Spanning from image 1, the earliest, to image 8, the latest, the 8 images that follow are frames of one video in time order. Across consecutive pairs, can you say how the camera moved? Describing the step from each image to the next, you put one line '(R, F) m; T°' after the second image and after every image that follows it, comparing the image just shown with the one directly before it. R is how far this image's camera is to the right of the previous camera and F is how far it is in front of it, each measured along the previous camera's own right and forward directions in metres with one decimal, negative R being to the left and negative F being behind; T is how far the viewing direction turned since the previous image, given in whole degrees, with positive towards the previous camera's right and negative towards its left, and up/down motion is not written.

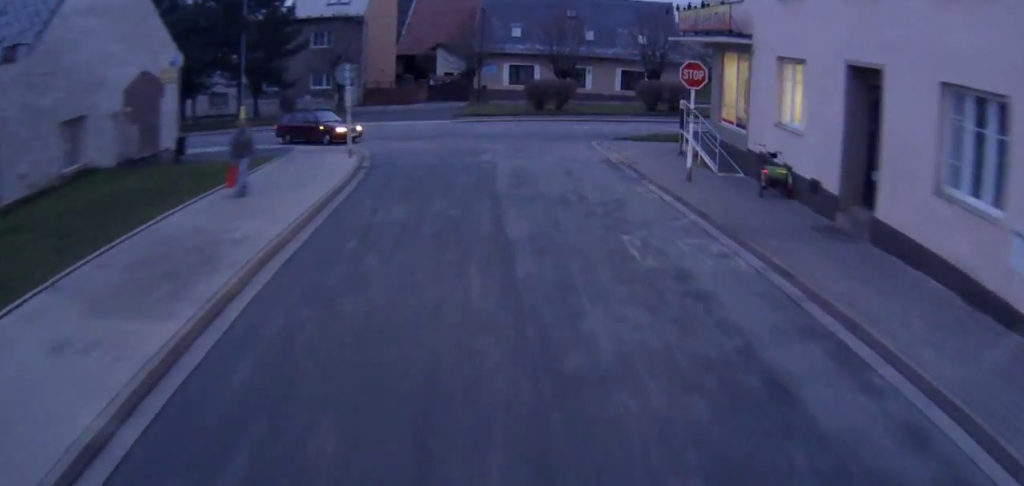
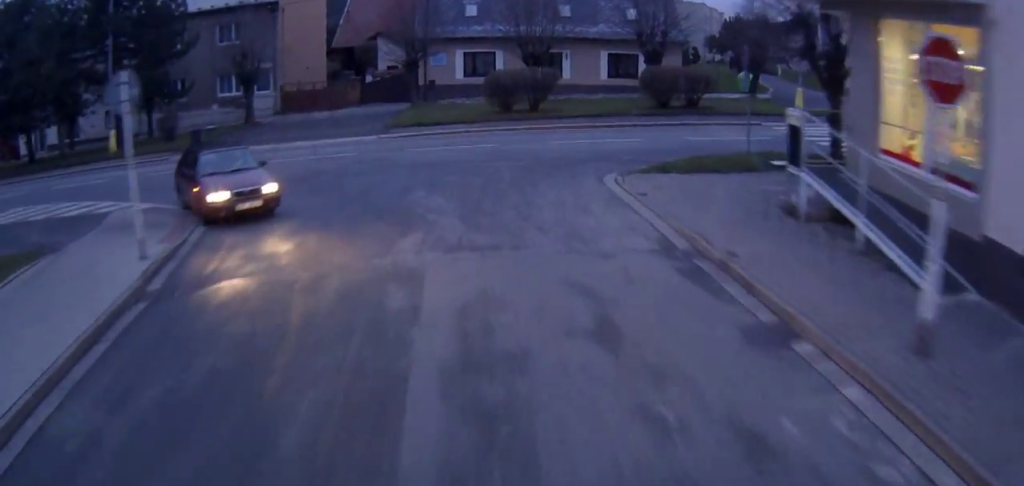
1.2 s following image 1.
(+0.8, +14.7) m; +1°
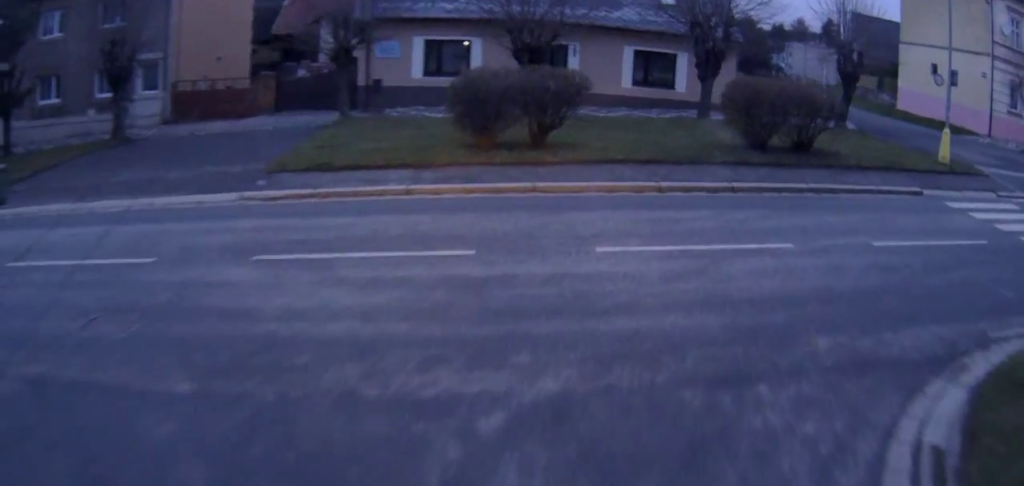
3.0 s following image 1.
(0.0, +19.9) m; +8°
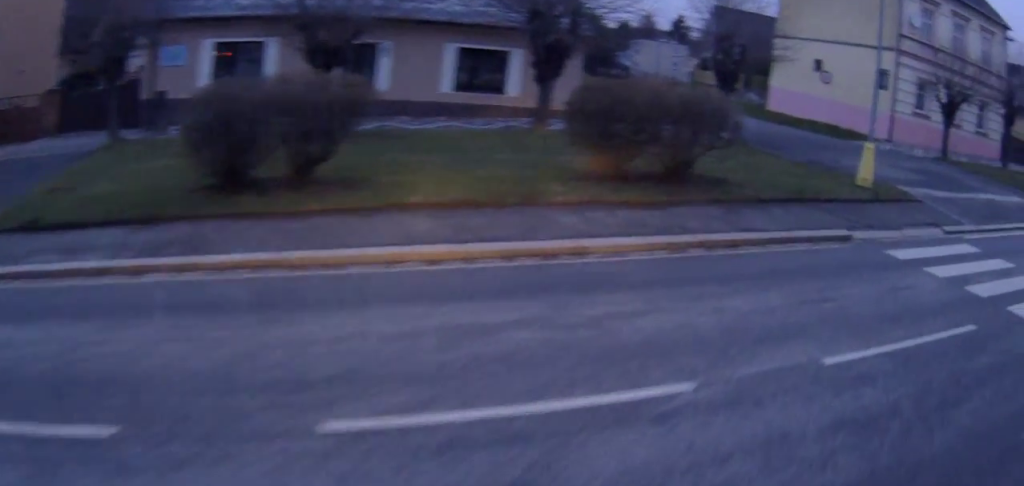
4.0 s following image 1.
(+1.0, +9.1) m; +12°
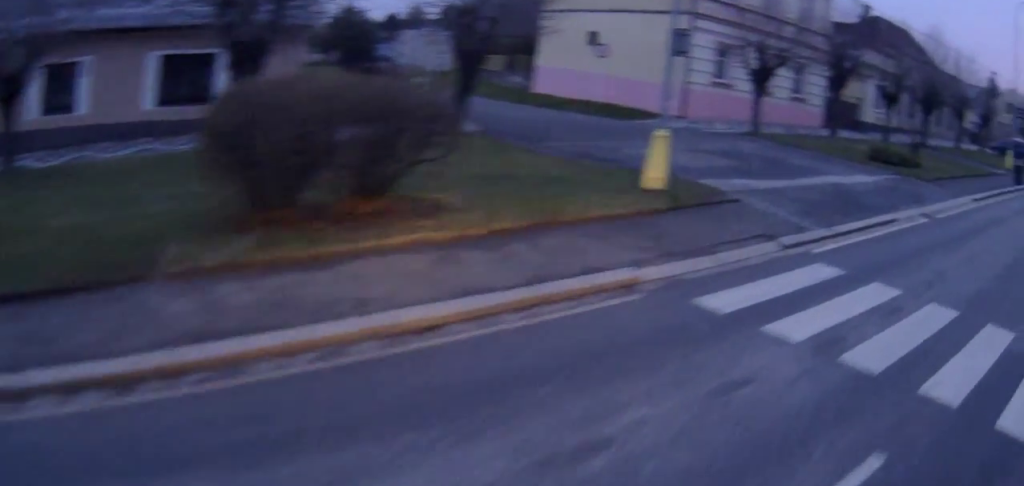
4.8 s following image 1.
(+0.6, +7.2) m; +10°
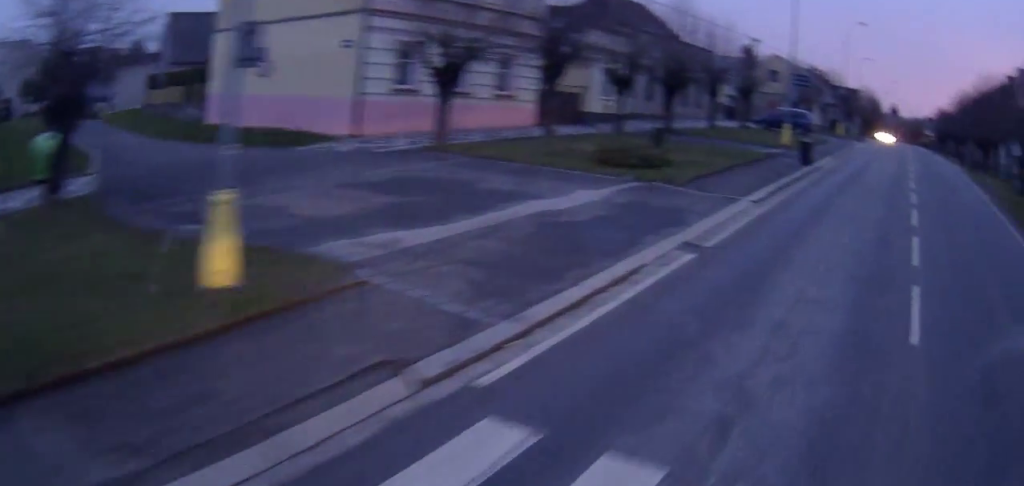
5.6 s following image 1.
(+0.9, +7.0) m; +13°
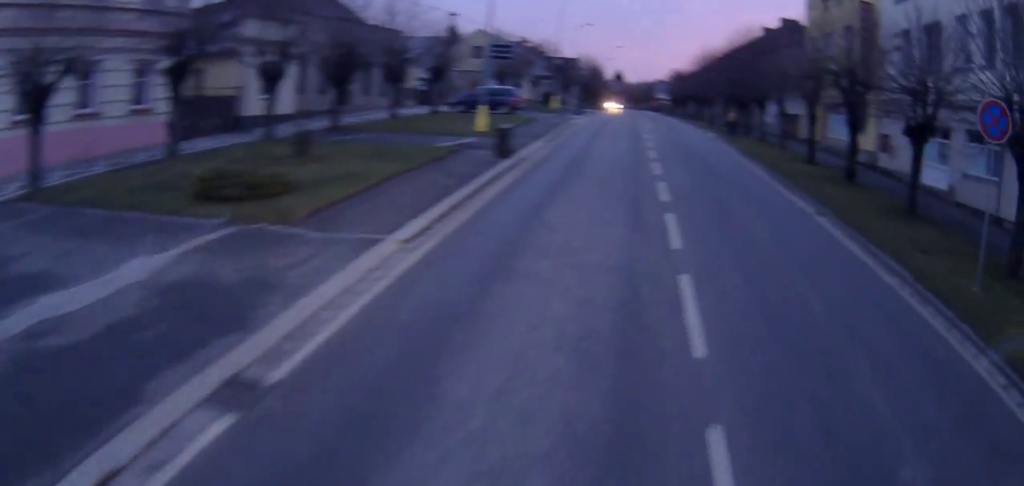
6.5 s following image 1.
(+1.1, +7.2) m; +12°
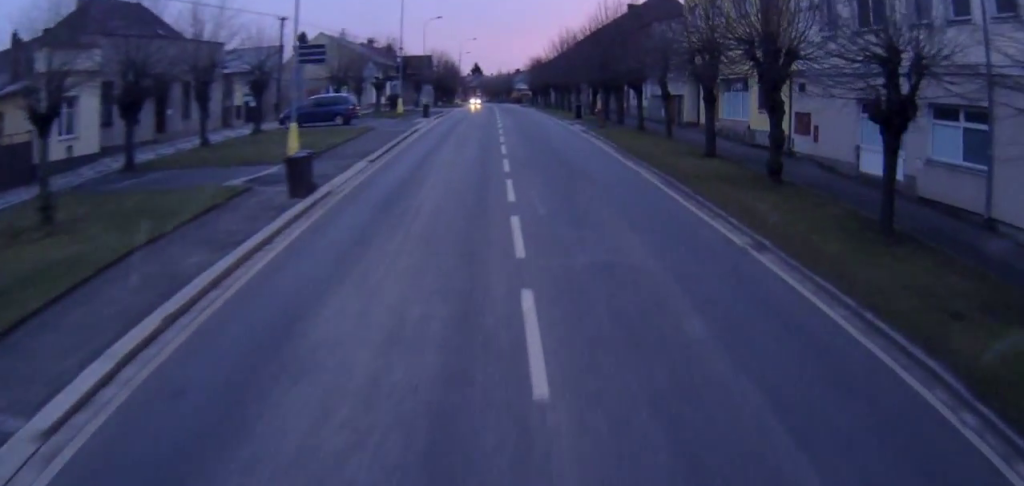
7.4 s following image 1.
(+0.4, +6.4) m; +7°
